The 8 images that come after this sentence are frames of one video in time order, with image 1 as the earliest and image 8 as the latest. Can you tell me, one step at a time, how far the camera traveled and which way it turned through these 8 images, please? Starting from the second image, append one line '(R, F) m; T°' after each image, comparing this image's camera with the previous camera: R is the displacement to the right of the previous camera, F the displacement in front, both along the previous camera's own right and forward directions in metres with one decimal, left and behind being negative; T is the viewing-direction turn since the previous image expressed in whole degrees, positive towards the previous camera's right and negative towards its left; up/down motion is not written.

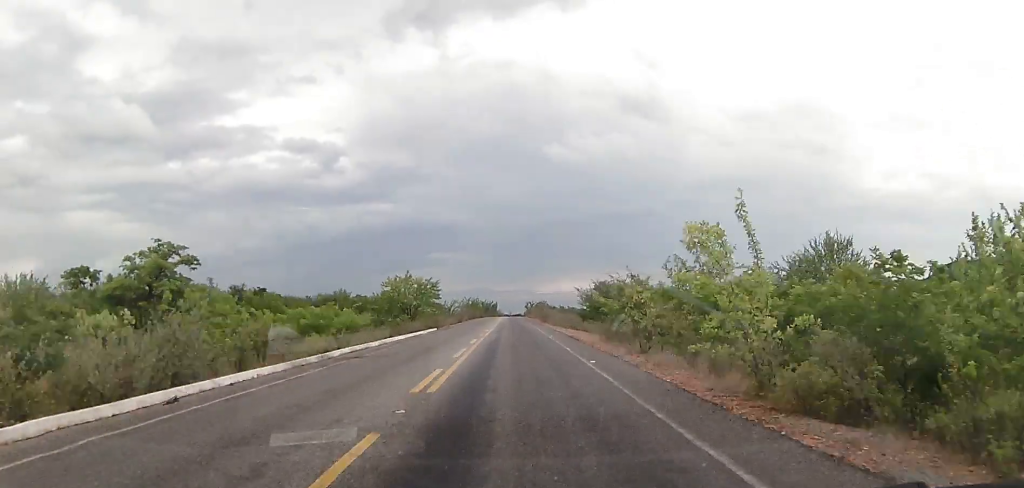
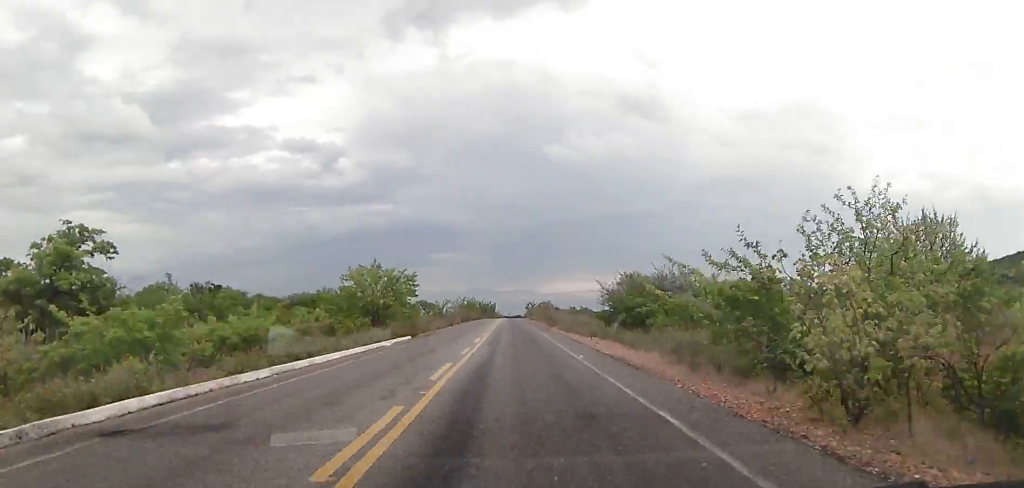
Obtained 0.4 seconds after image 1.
(0.0, +12.8) m; 0°
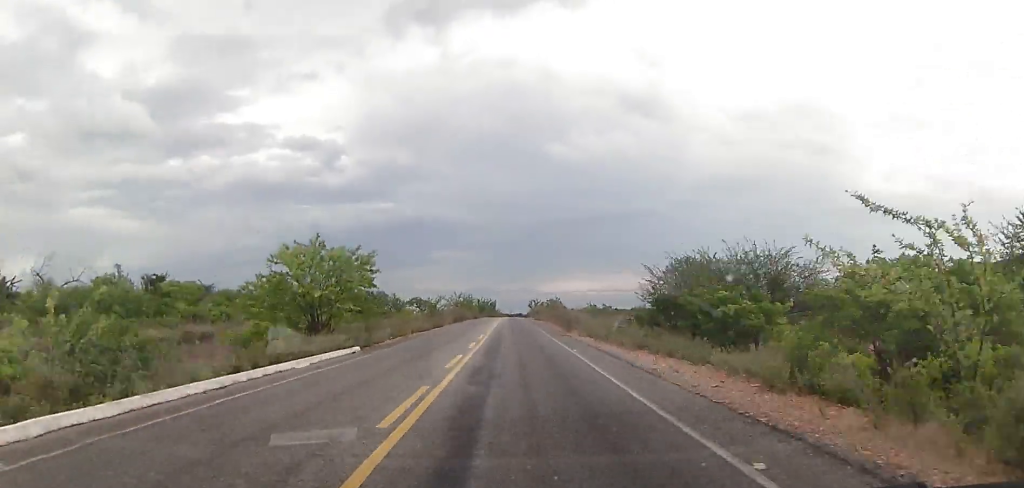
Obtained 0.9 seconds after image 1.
(0.0, +12.9) m; 0°
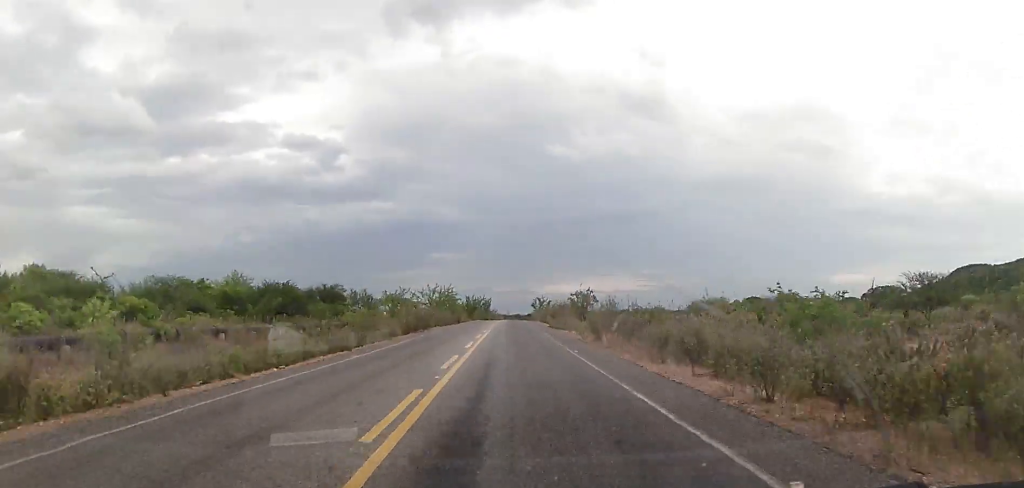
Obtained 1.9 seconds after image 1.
(0.0, +31.7) m; +1°
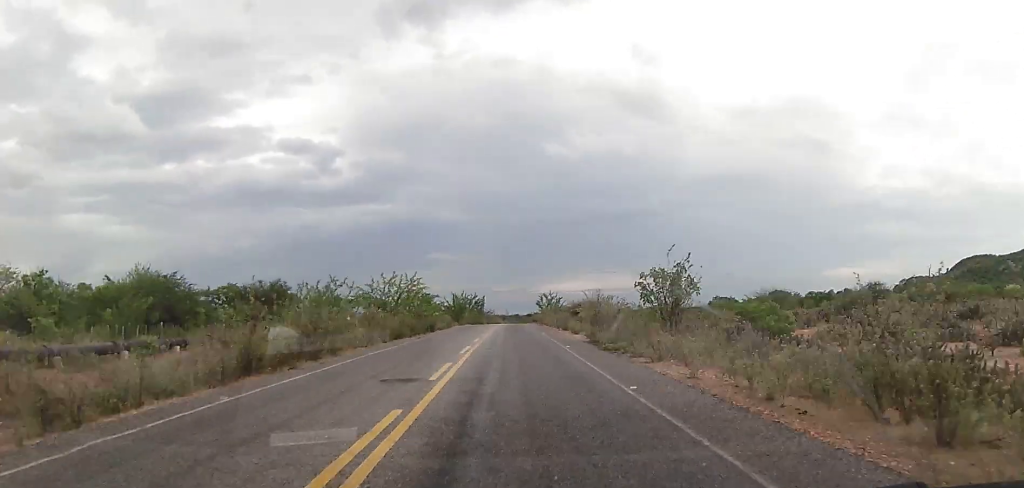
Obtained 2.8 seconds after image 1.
(+0.3, +24.9) m; 0°
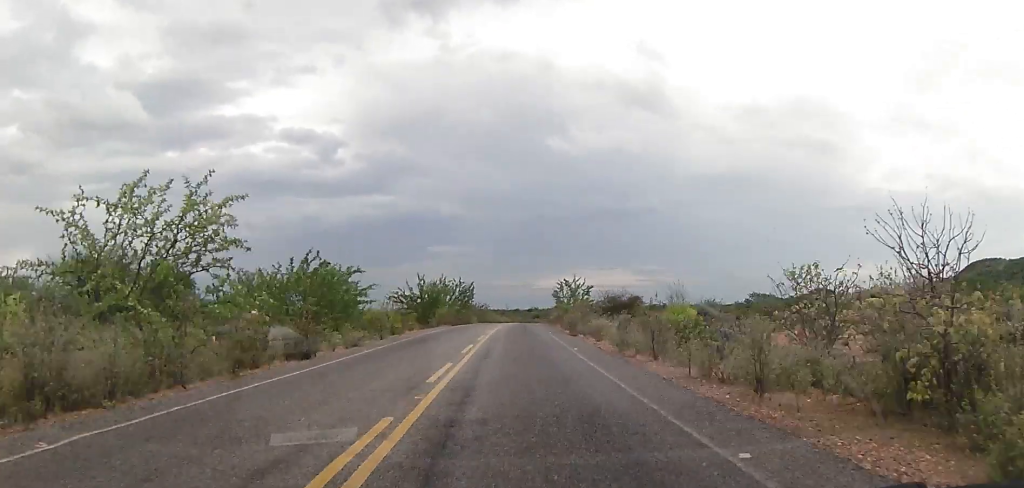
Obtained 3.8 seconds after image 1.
(-0.2, +31.8) m; -1°
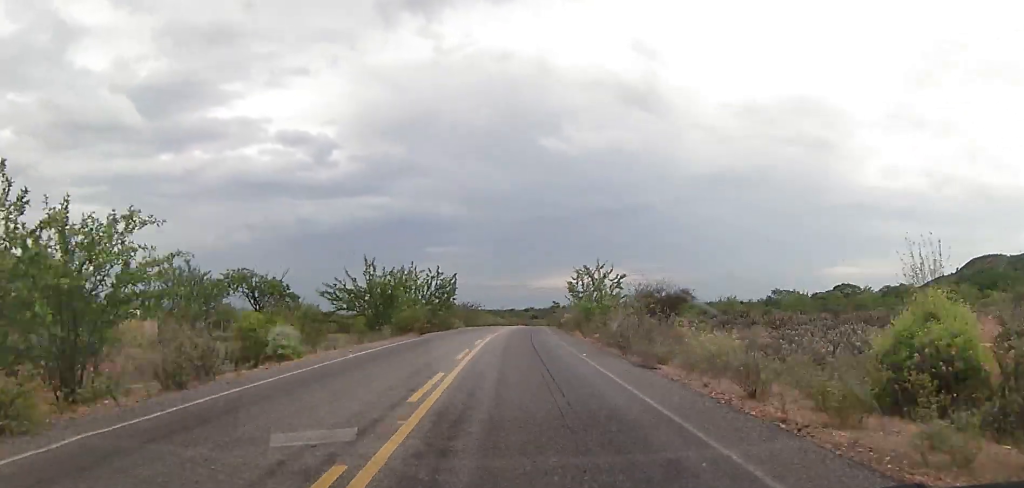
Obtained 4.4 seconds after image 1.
(-0.1, +17.8) m; 0°
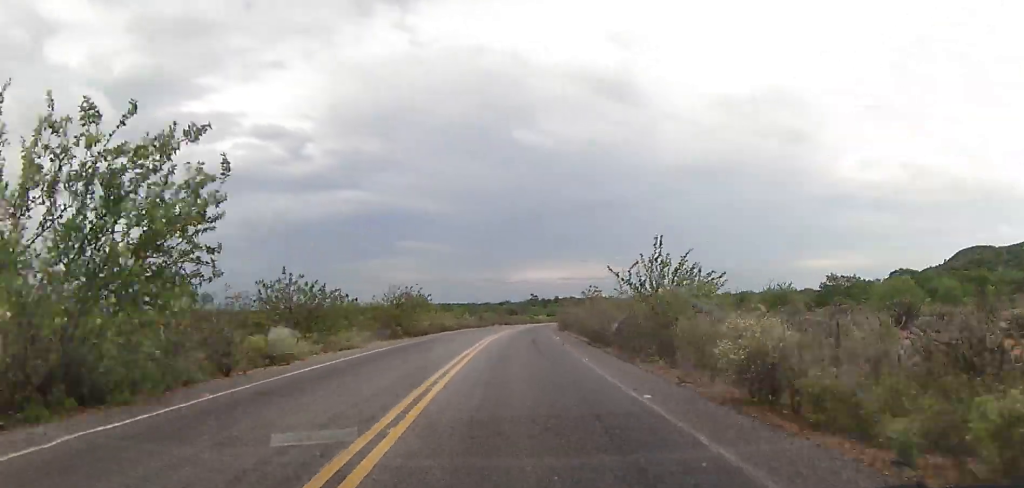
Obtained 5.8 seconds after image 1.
(+0.6, +39.2) m; +2°
